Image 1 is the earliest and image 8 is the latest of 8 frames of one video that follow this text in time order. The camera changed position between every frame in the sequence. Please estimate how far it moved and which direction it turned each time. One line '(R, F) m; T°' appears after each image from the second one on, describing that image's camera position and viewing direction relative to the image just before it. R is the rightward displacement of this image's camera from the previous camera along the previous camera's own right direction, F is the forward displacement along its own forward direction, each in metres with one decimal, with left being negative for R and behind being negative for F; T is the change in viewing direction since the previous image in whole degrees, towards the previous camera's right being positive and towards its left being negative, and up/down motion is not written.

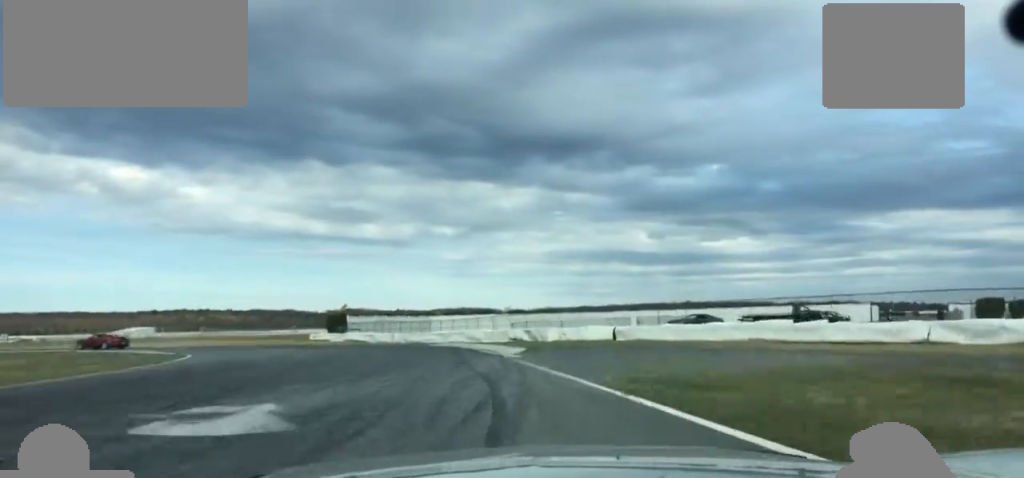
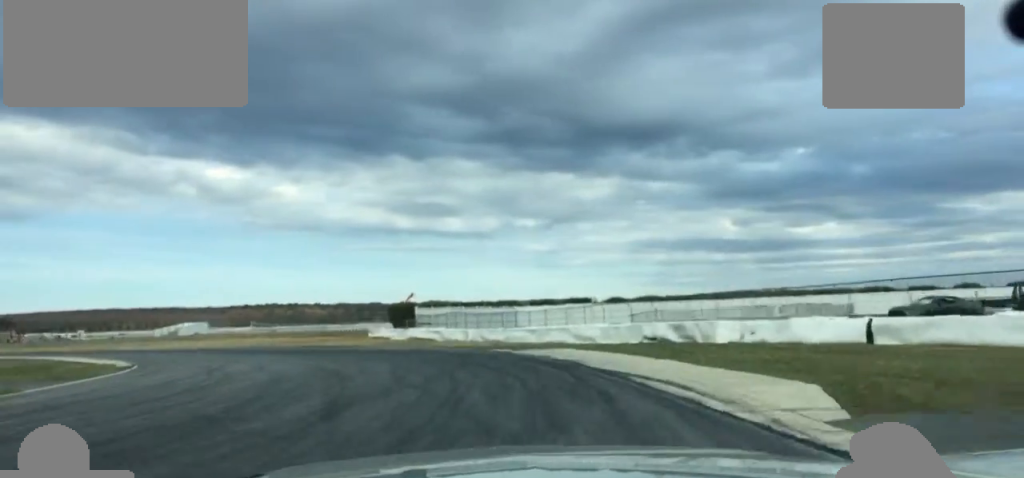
(+0.9, +22.3) m; -4°
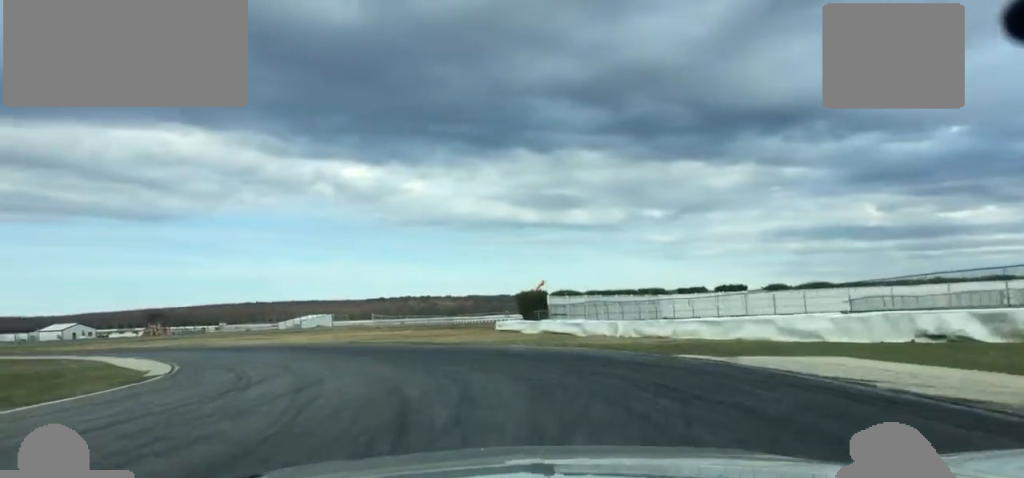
(-1.3, +13.2) m; -7°
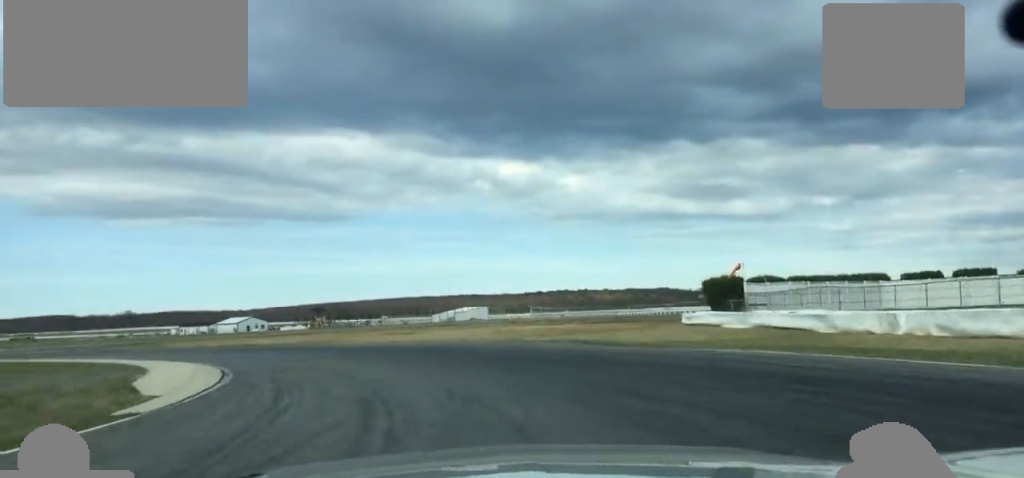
(-0.7, +14.5) m; -8°
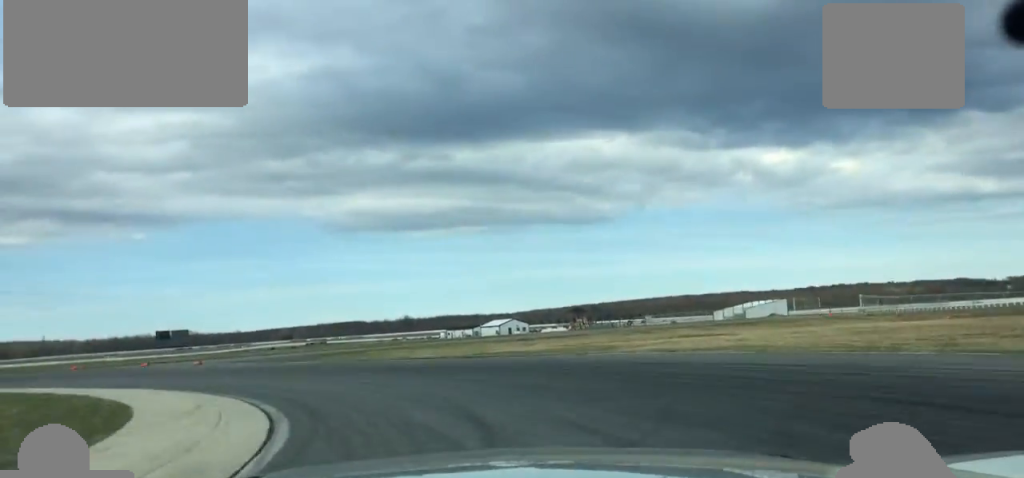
(-2.3, +20.0) m; -12°
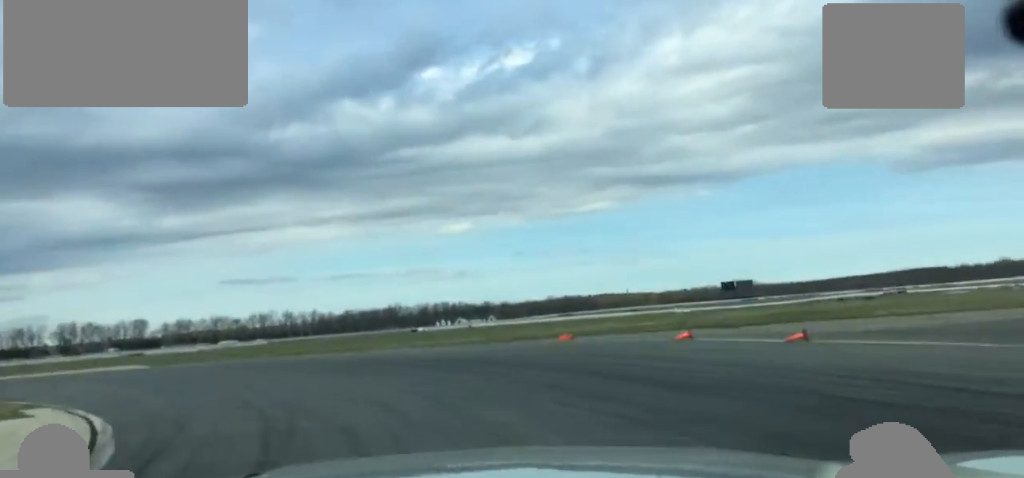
(-8.9, +25.6) m; -44°
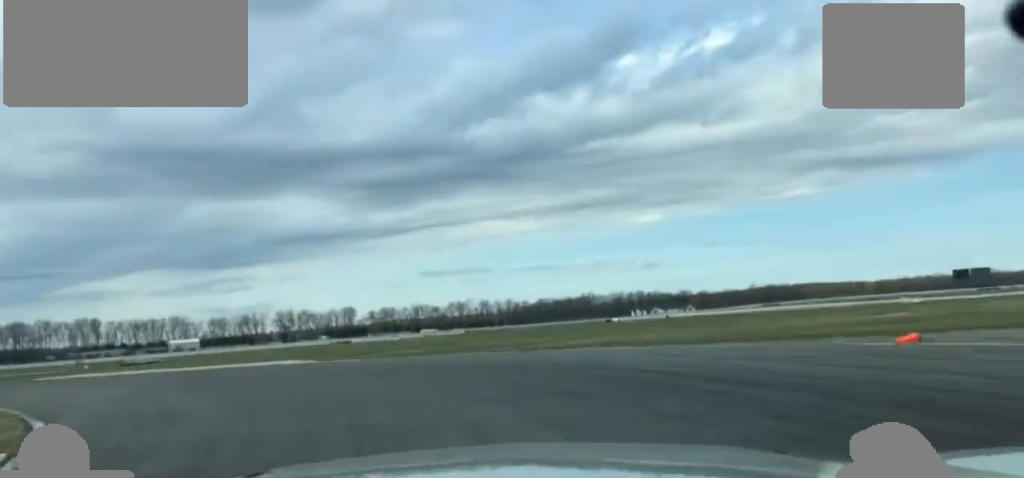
(-2.2, +10.2) m; -16°
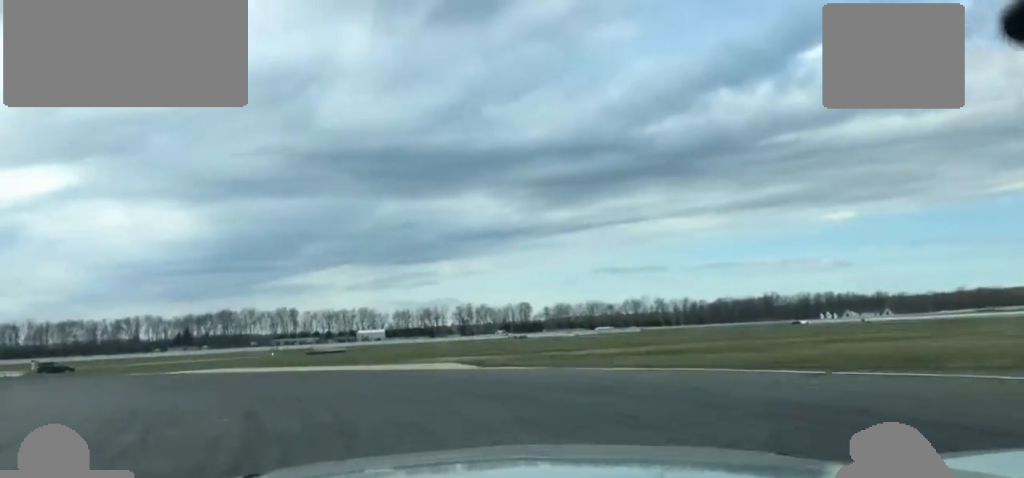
(-0.9, +11.2) m; -9°
